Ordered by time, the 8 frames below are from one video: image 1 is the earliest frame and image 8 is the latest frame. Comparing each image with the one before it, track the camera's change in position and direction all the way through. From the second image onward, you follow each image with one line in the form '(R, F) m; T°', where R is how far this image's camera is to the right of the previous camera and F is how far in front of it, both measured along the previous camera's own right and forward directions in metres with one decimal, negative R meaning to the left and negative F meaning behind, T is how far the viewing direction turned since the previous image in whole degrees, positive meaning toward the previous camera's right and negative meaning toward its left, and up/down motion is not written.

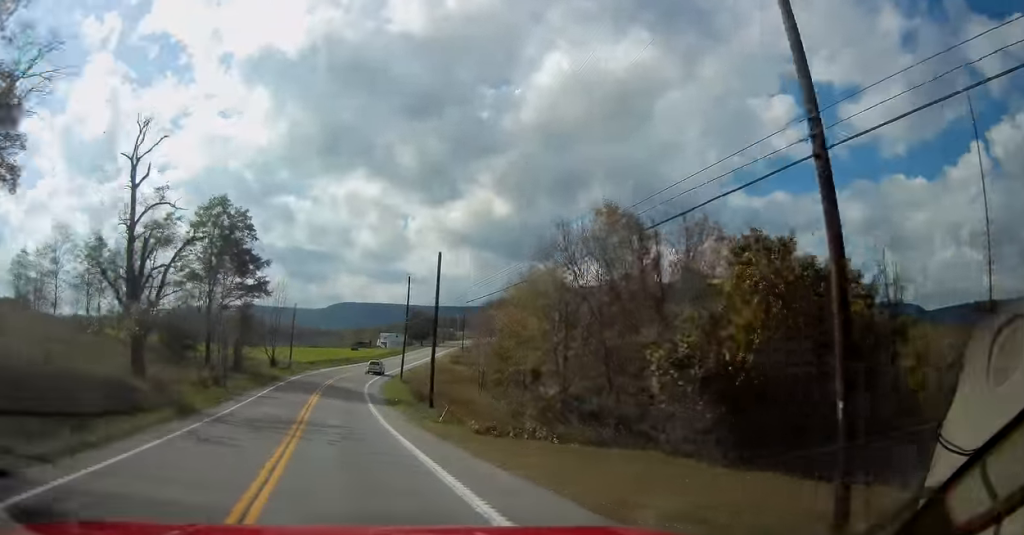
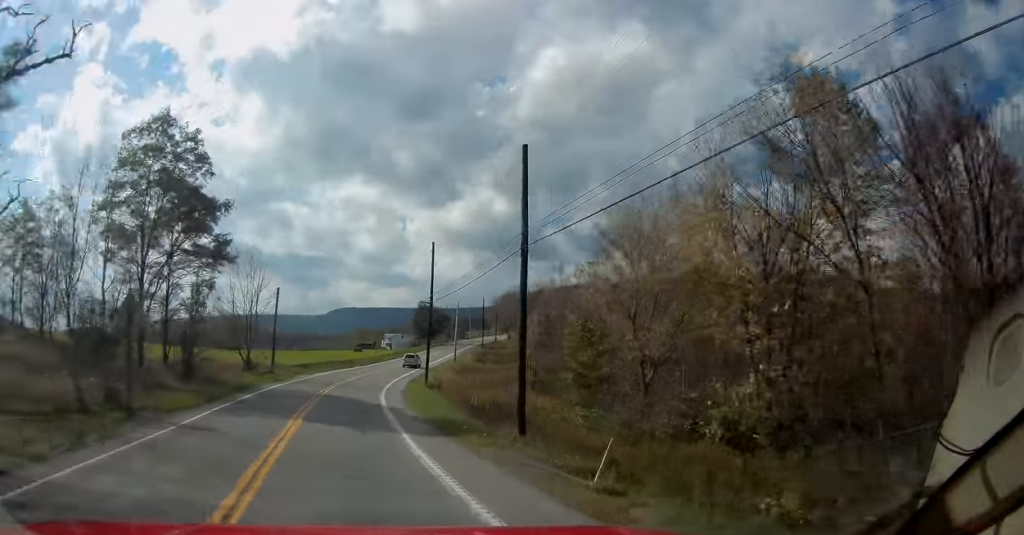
(+0.1, +17.9) m; +1°
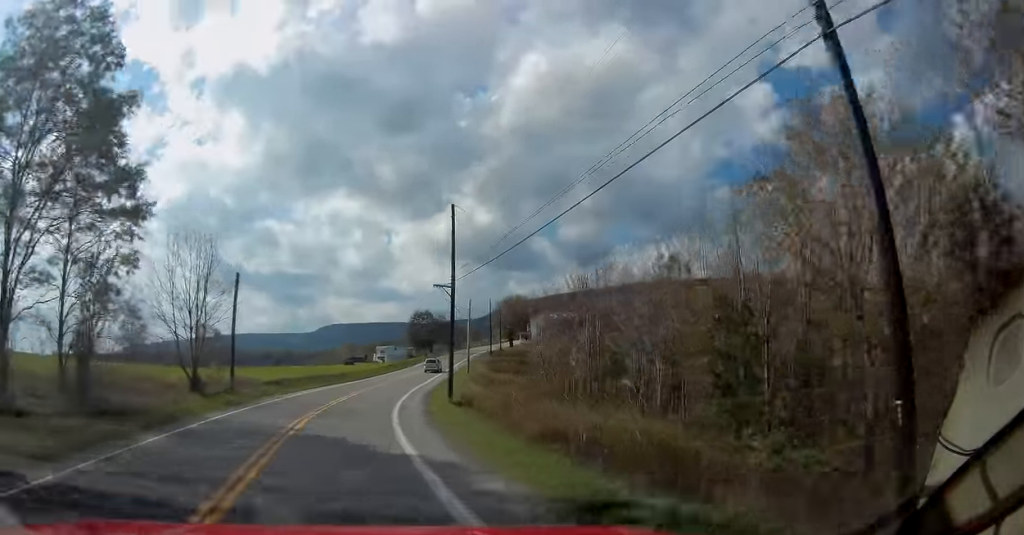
(-0.1, +14.2) m; +2°
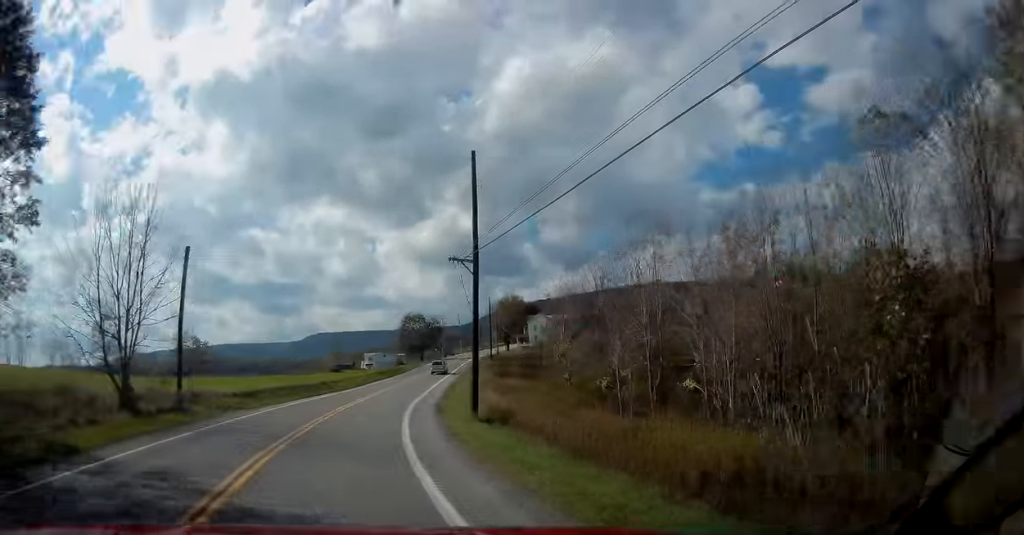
(+0.2, +9.0) m; +2°
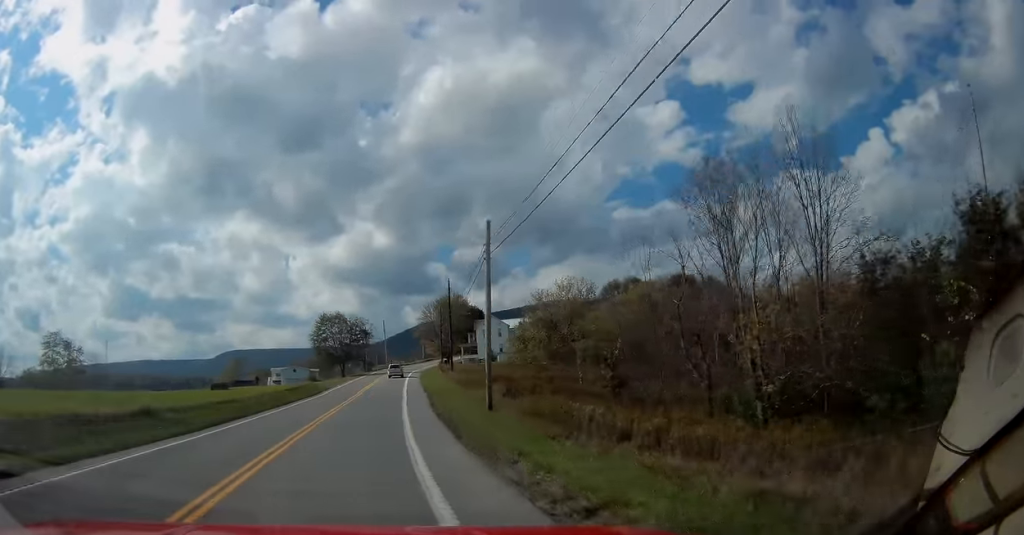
(+1.9, +30.9) m; +8°
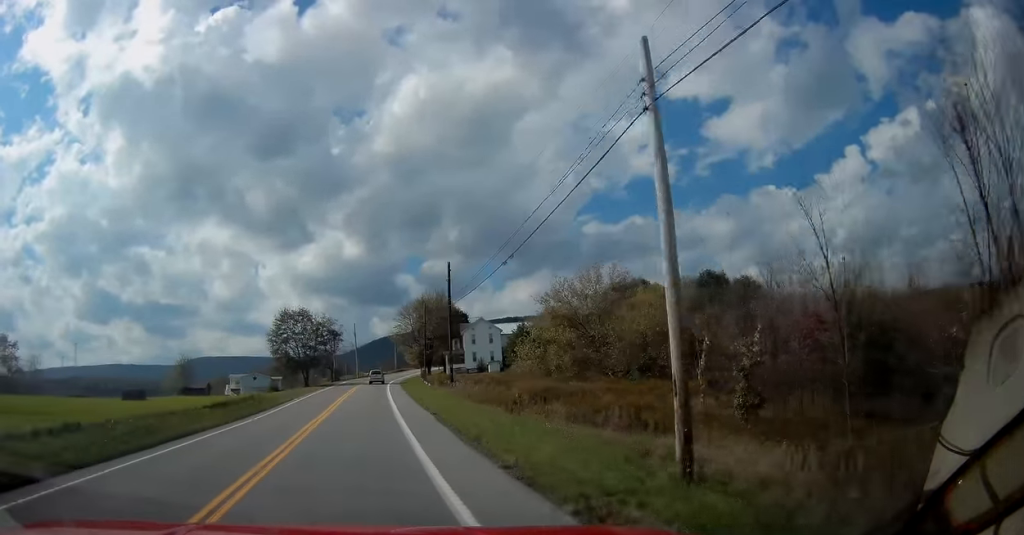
(+0.7, +16.3) m; +3°
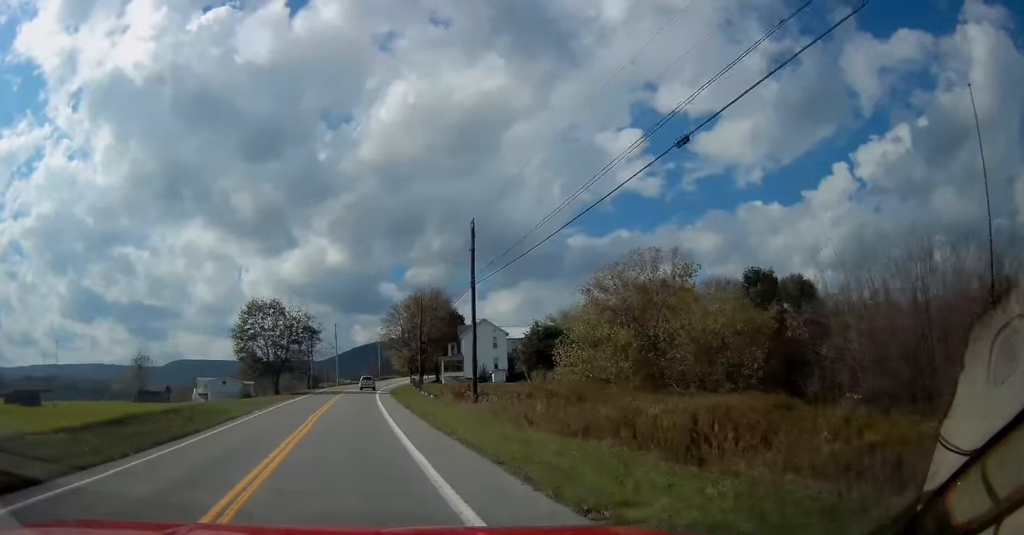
(+0.2, +13.8) m; +2°
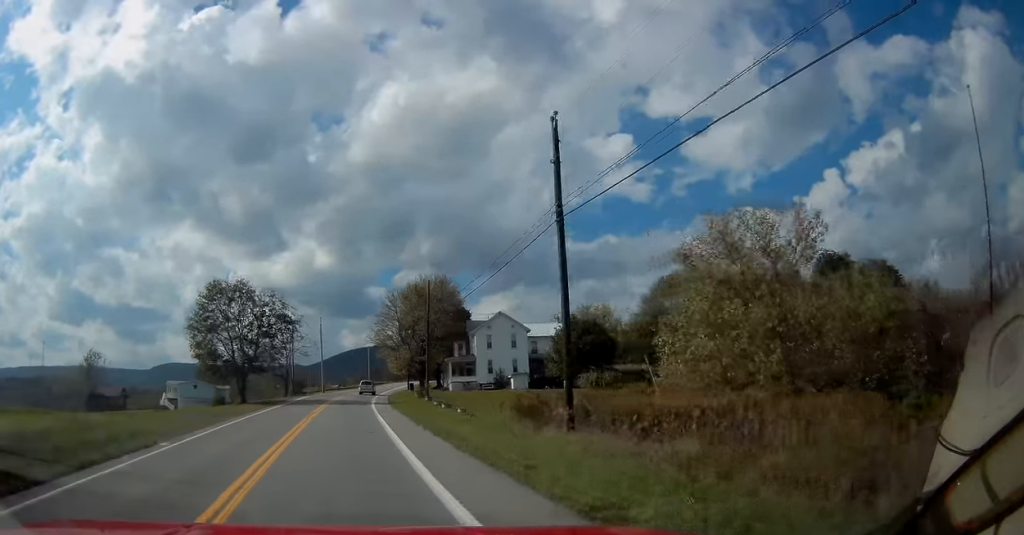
(+0.1, +14.5) m; +1°
